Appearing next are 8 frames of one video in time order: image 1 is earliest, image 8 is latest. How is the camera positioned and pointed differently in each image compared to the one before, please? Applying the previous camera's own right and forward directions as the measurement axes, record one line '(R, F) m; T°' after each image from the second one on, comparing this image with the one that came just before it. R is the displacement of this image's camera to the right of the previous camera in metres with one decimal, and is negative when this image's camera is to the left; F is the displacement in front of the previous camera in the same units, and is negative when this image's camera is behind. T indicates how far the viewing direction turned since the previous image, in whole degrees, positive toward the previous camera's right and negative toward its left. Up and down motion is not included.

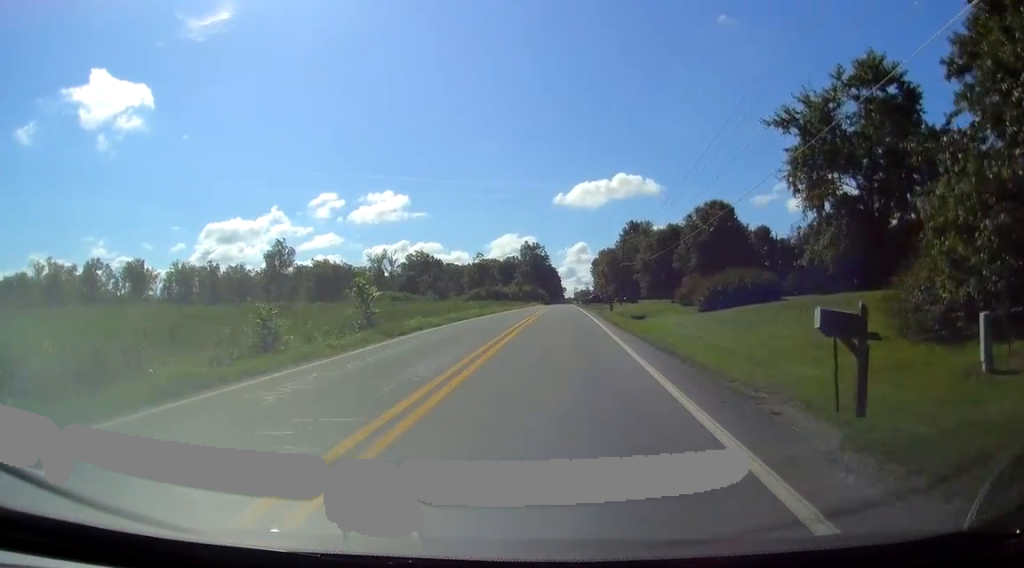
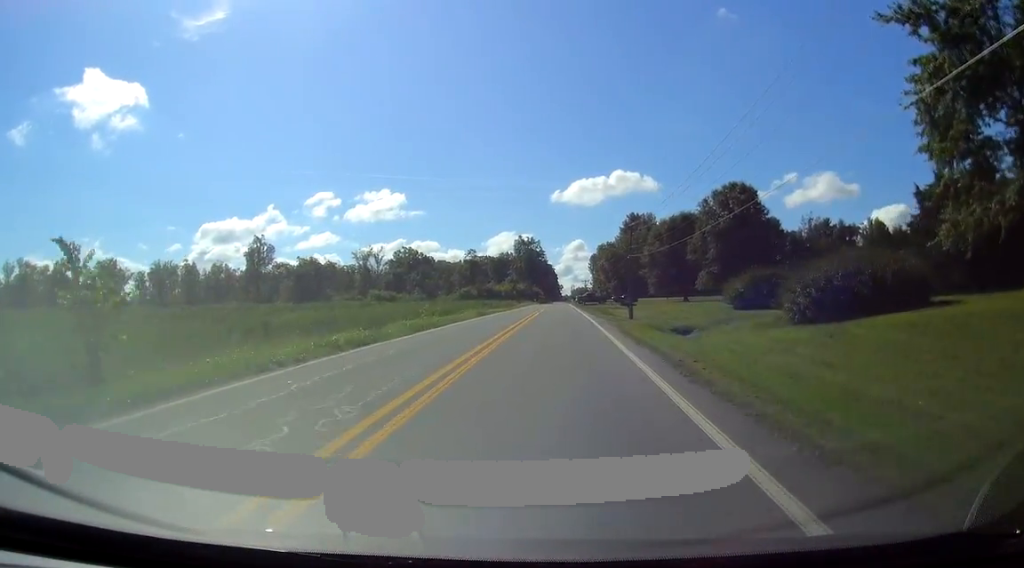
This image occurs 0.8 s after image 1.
(-0.1, +17.0) m; -1°
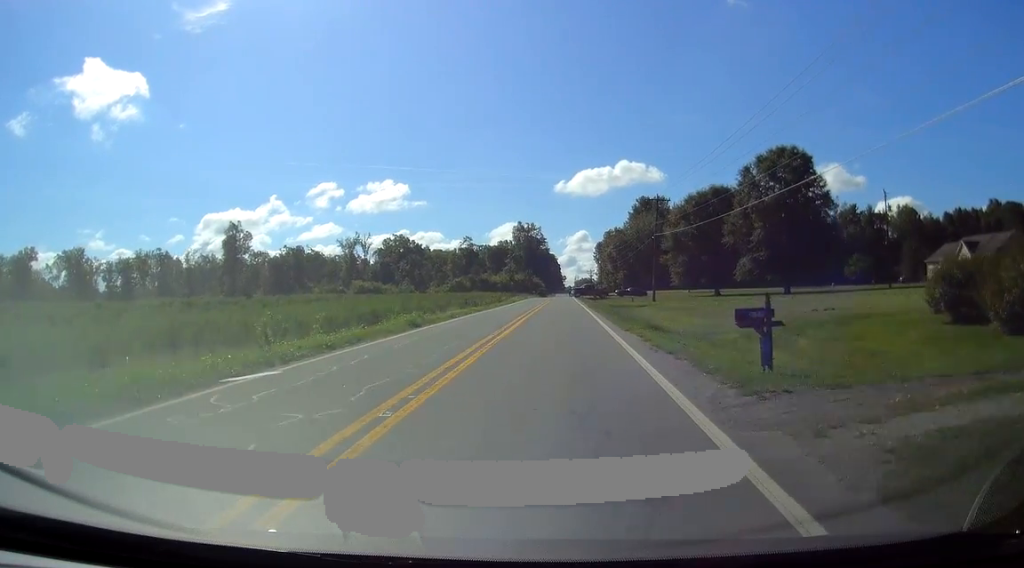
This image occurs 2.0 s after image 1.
(-0.1, +22.6) m; 0°
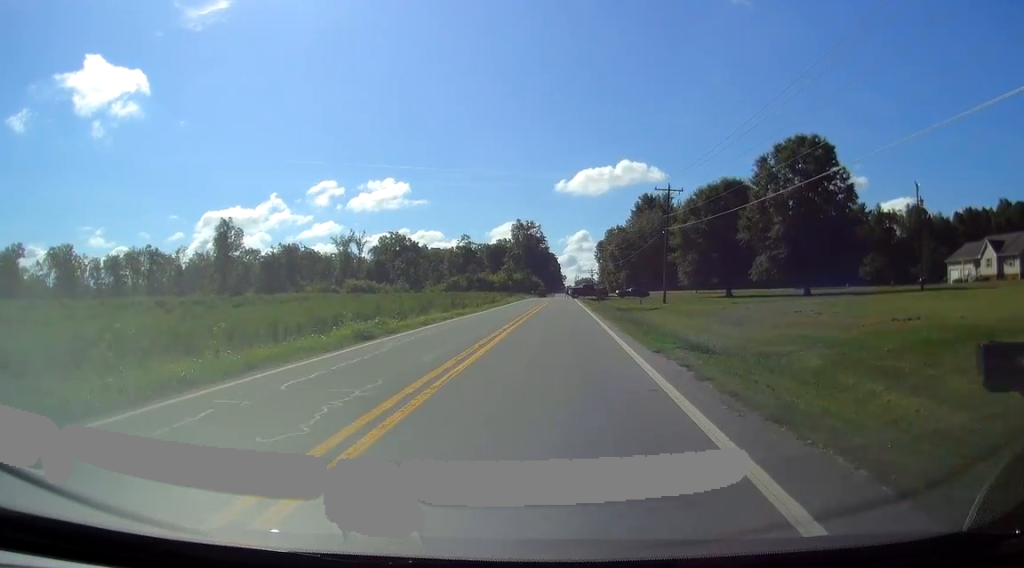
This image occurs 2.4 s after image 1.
(0.0, +7.4) m; 0°
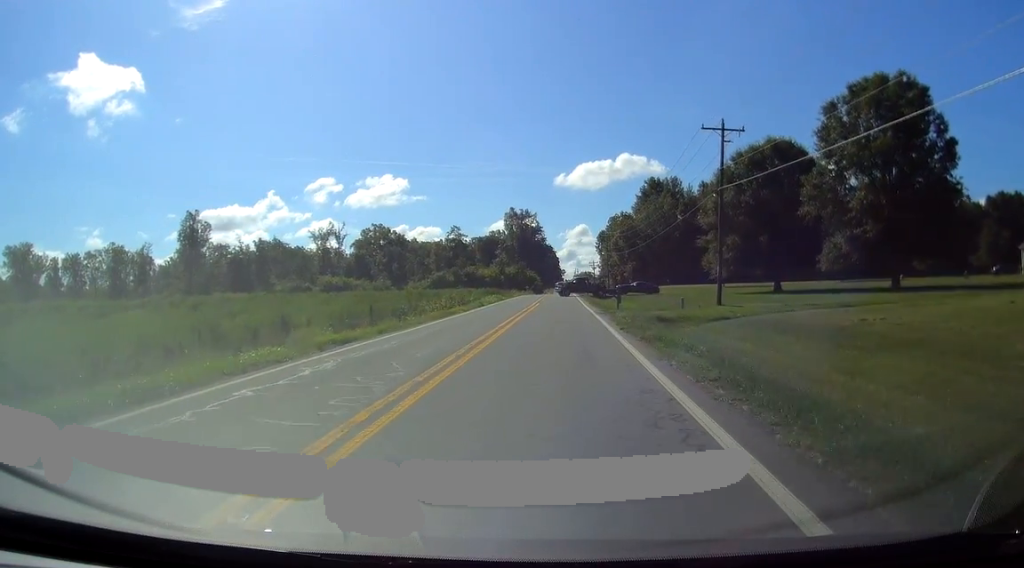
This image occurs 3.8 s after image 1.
(+0.1, +22.9) m; +1°
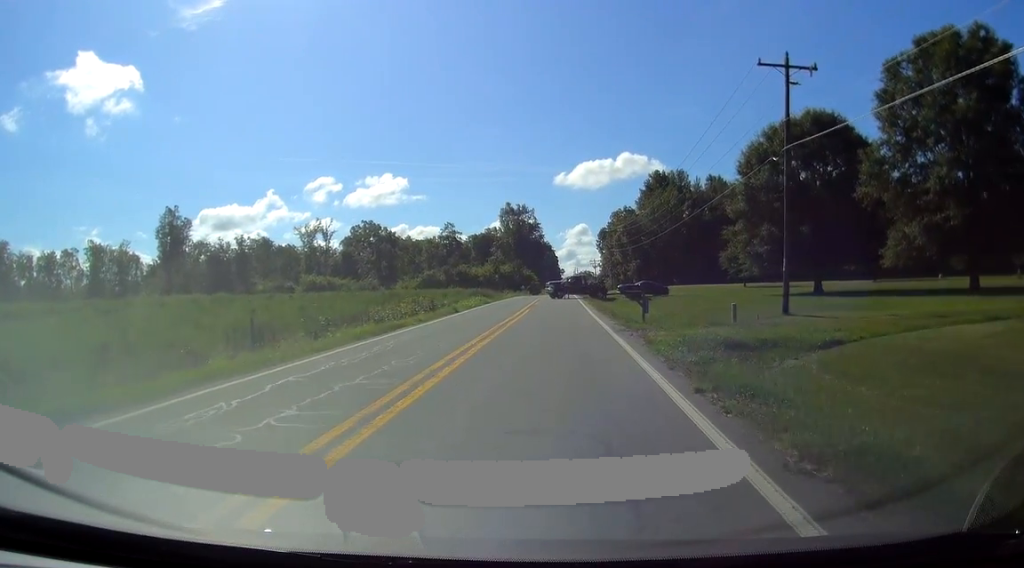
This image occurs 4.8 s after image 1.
(+0.1, +13.7) m; 0°
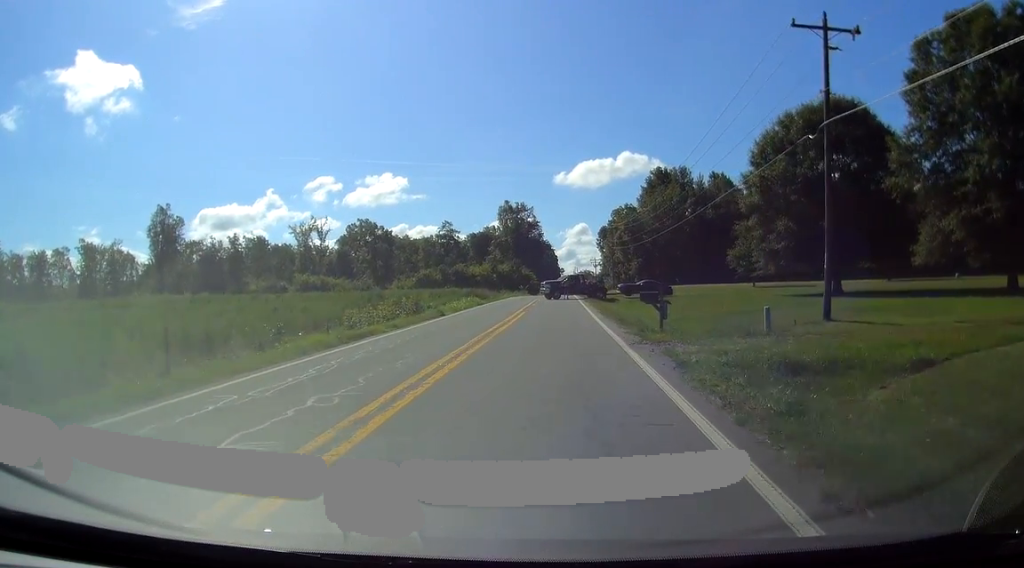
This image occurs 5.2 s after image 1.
(0.0, +5.4) m; 0°
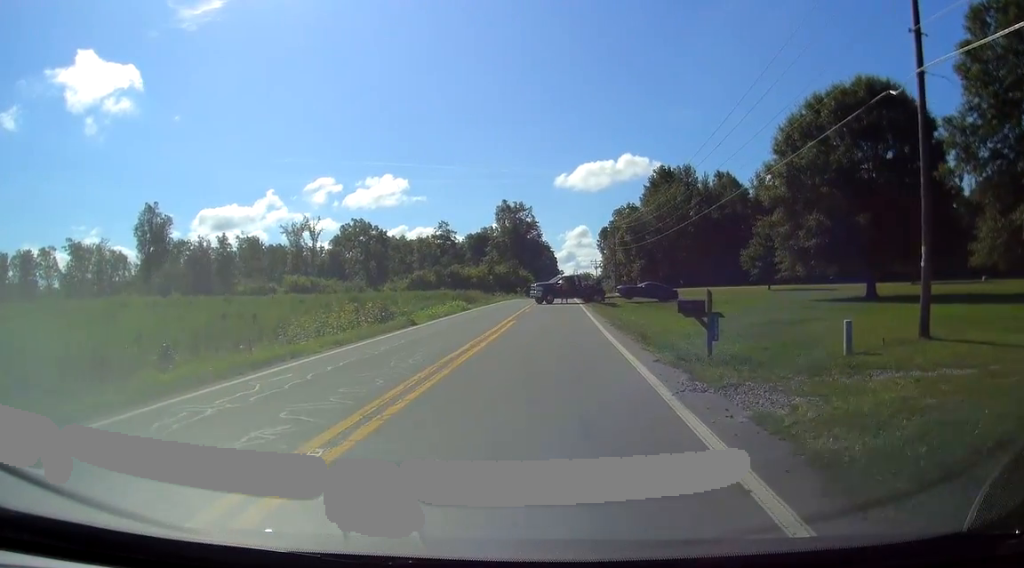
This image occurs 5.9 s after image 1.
(0.0, +8.2) m; 0°
